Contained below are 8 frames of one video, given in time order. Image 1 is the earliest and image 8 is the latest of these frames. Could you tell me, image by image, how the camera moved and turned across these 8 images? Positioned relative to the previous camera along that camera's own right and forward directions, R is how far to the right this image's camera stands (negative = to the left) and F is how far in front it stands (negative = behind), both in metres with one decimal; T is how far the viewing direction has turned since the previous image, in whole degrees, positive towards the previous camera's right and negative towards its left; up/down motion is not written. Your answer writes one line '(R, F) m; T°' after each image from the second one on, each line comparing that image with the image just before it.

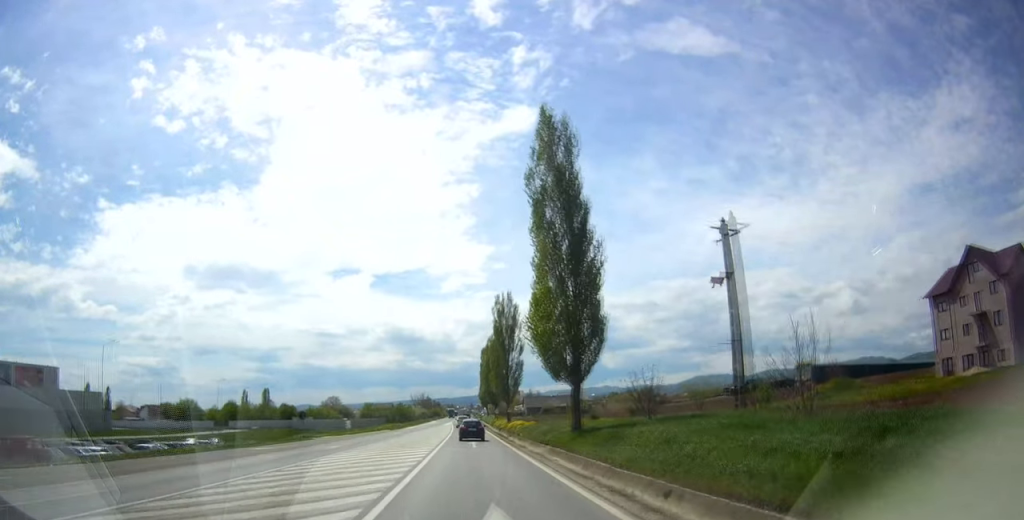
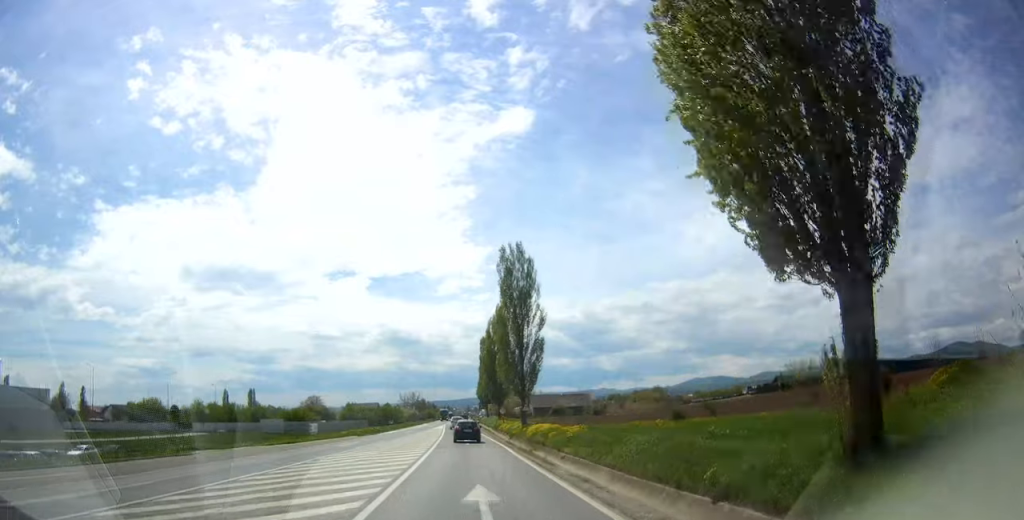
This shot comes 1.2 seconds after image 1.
(+0.4, +25.0) m; +1°
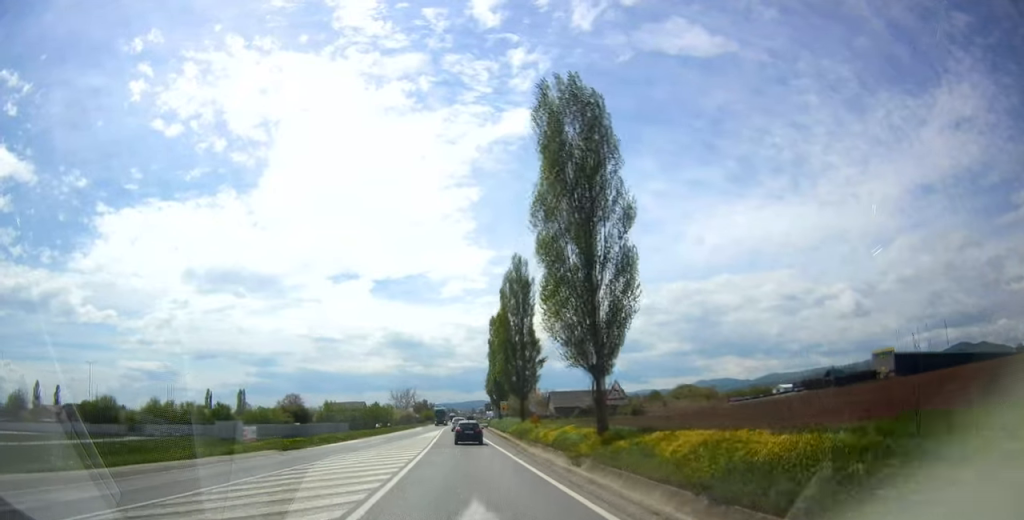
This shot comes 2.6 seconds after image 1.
(-0.3, +30.9) m; 0°
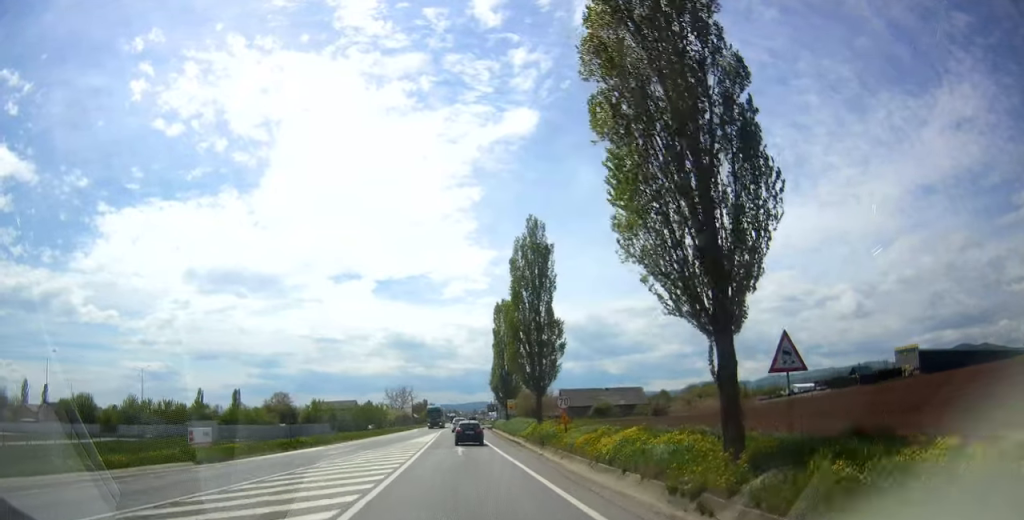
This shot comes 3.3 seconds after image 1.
(-0.1, +13.1) m; +1°
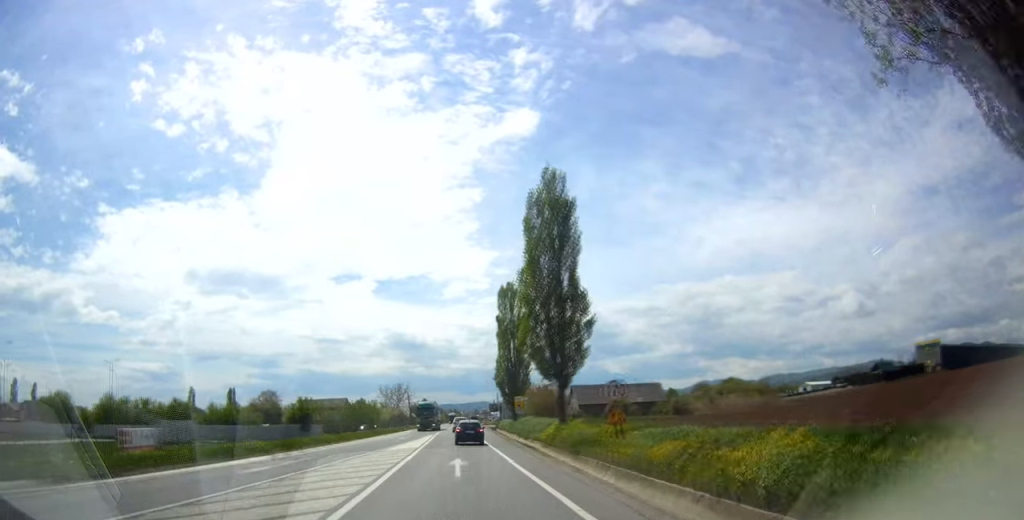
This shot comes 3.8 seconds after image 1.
(+0.2, +11.3) m; 0°
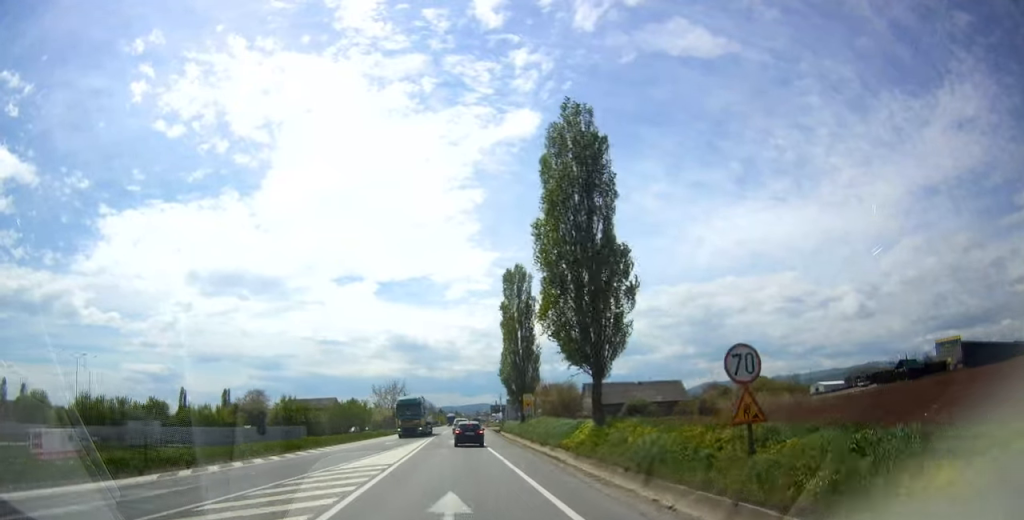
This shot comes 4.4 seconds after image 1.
(+0.1, +10.4) m; 0°
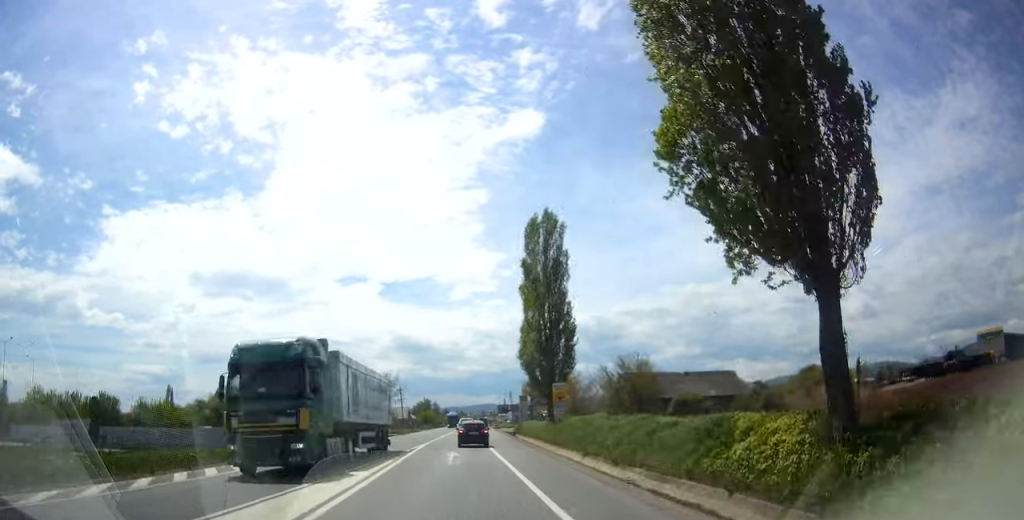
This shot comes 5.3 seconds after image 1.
(-0.3, +19.0) m; -2°
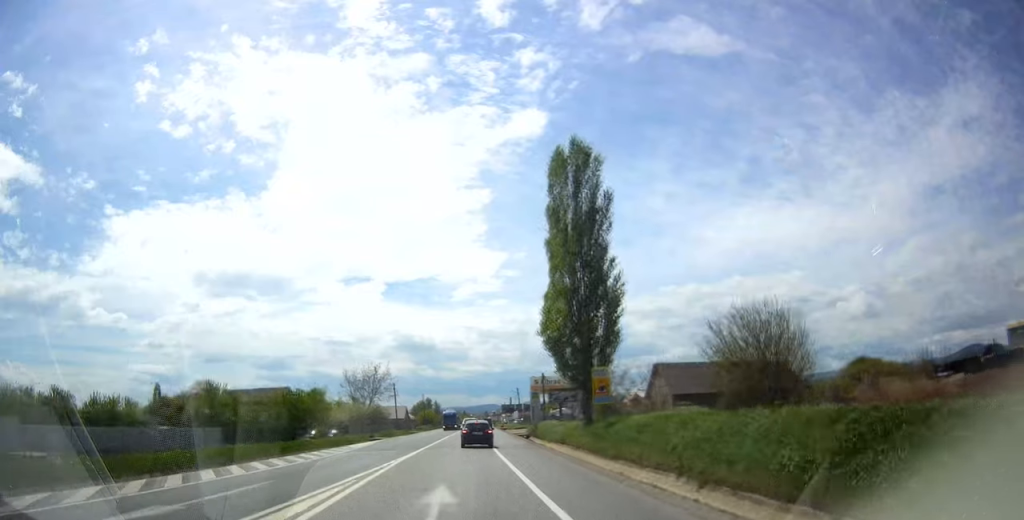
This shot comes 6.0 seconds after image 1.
(-0.2, +14.0) m; -1°
